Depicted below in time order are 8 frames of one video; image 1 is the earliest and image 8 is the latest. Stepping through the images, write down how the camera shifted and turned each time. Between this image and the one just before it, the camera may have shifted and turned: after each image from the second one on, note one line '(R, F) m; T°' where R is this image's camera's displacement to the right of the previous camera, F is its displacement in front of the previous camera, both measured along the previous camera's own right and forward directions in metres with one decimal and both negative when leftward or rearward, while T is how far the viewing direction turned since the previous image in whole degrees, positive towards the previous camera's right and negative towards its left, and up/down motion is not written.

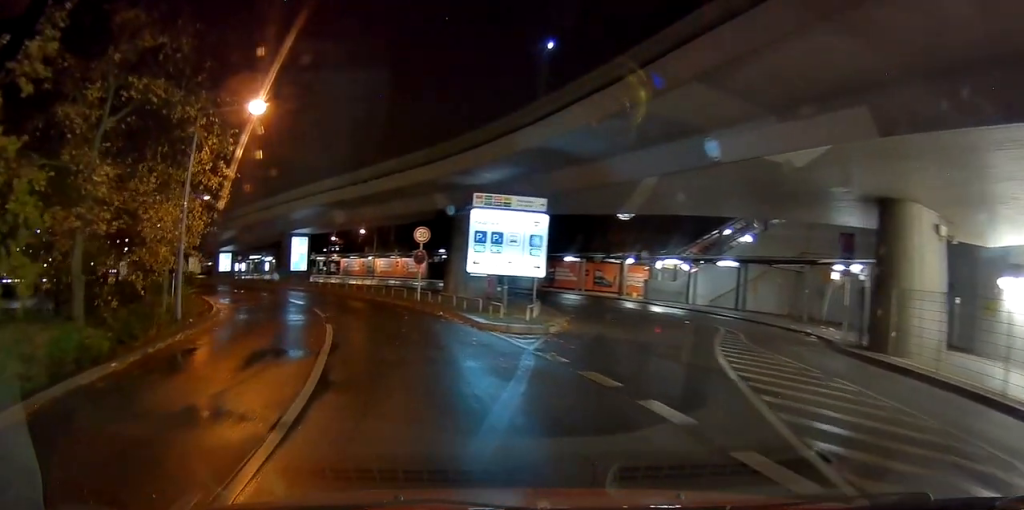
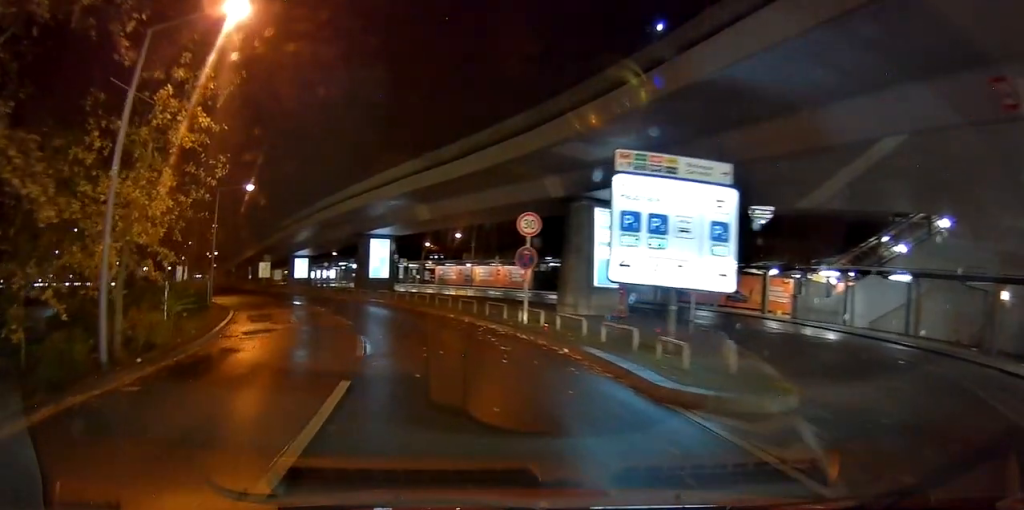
(-0.5, +8.0) m; -5°
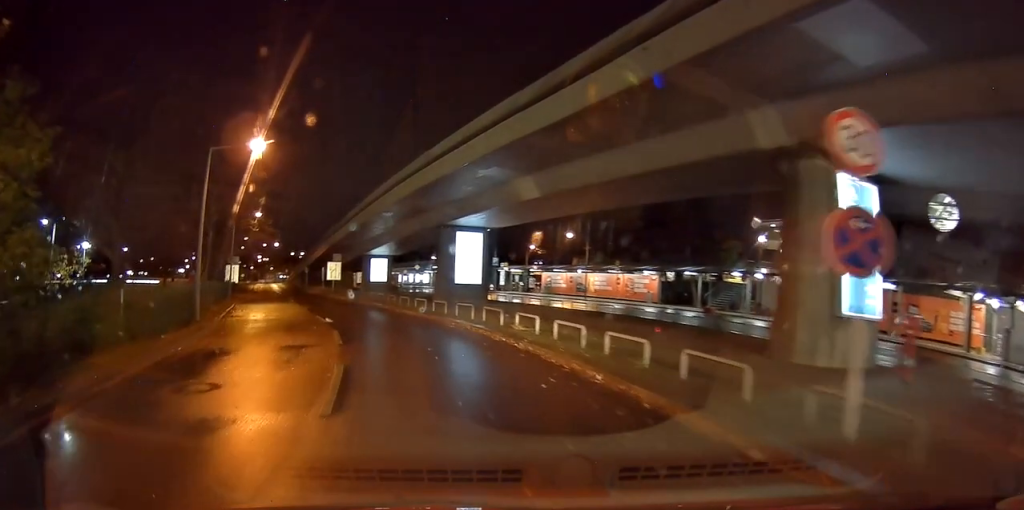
(-1.2, +10.7) m; -14°
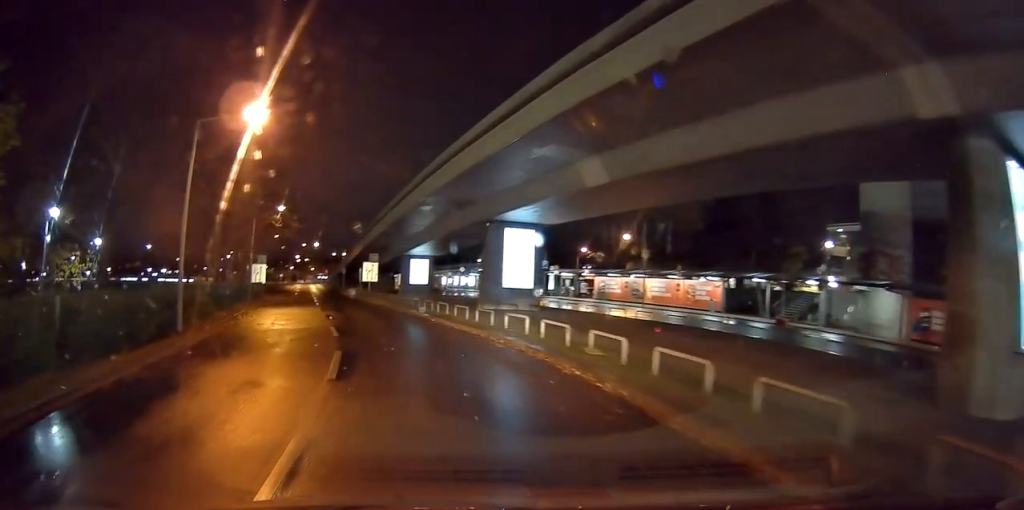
(-0.1, +4.3) m; -6°
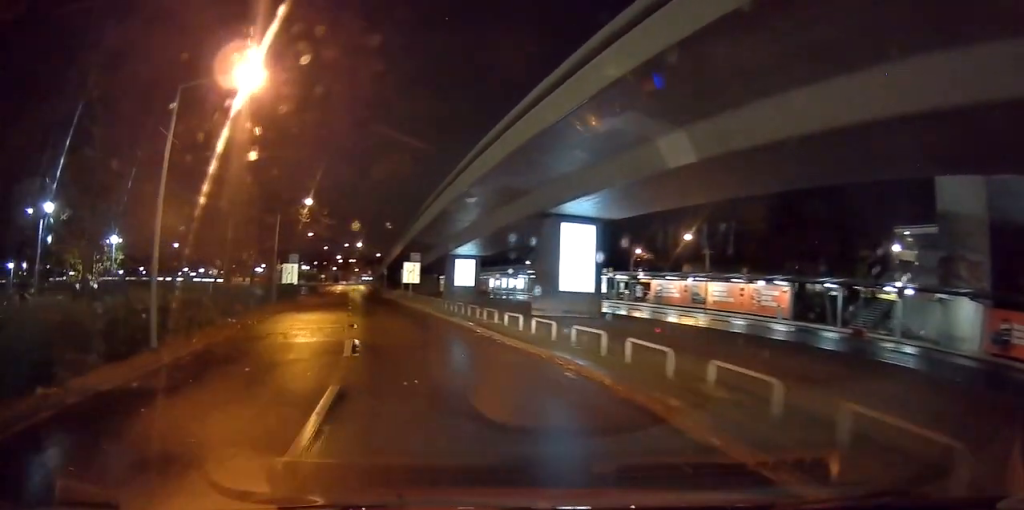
(-0.1, +3.5) m; -5°
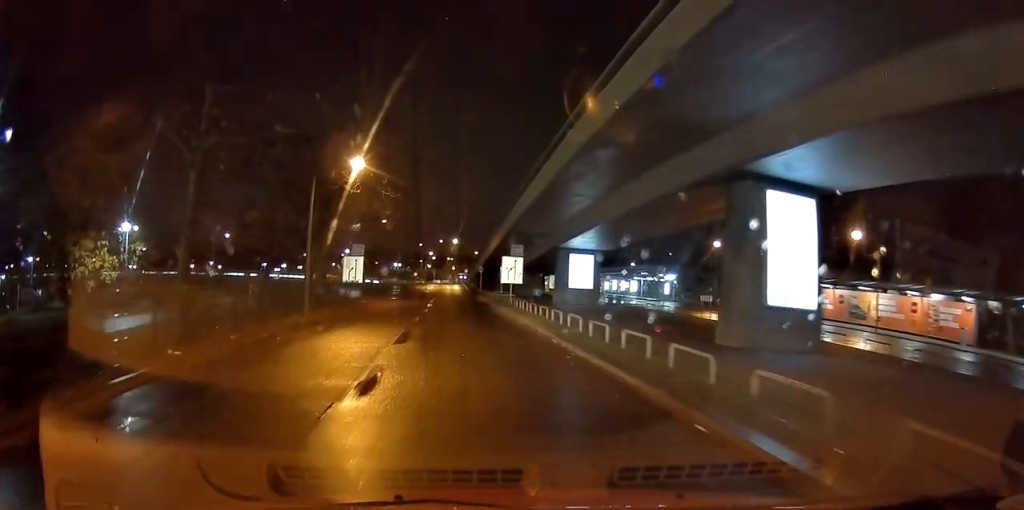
(-1.4, +10.7) m; -6°
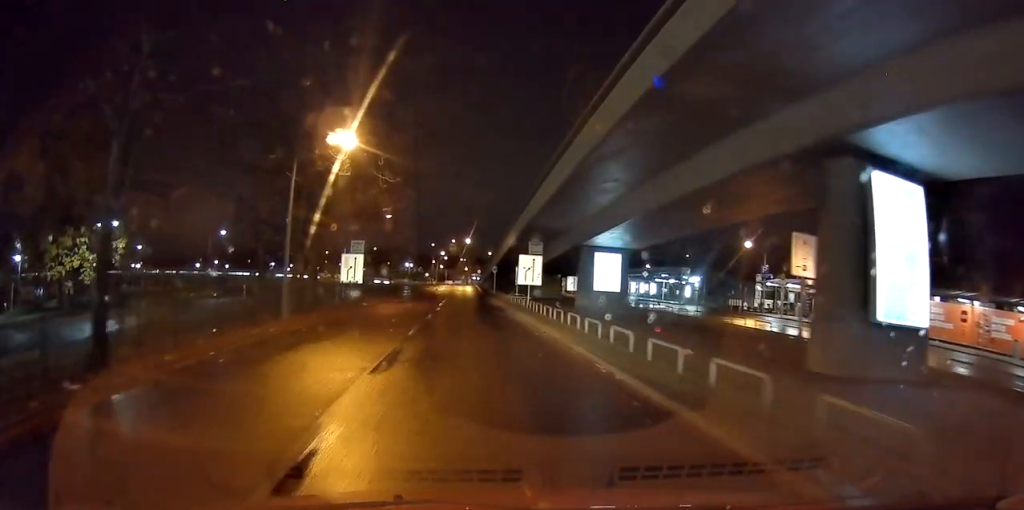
(+0.1, +4.0) m; -1°
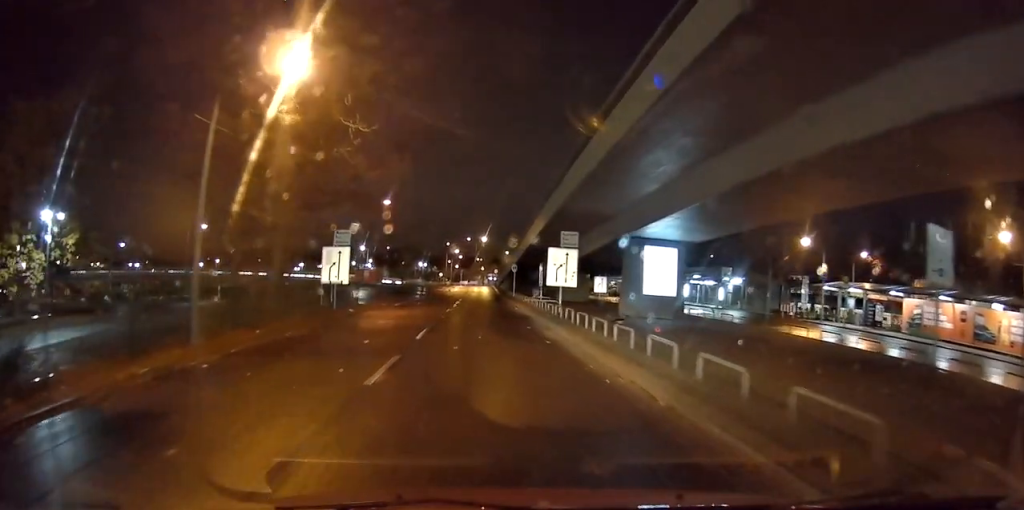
(-0.1, +7.6) m; -5°
